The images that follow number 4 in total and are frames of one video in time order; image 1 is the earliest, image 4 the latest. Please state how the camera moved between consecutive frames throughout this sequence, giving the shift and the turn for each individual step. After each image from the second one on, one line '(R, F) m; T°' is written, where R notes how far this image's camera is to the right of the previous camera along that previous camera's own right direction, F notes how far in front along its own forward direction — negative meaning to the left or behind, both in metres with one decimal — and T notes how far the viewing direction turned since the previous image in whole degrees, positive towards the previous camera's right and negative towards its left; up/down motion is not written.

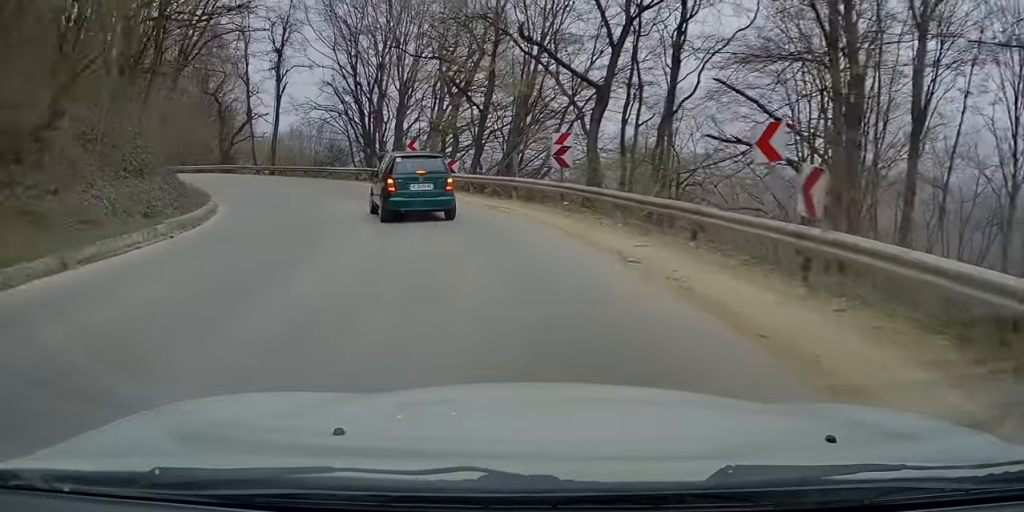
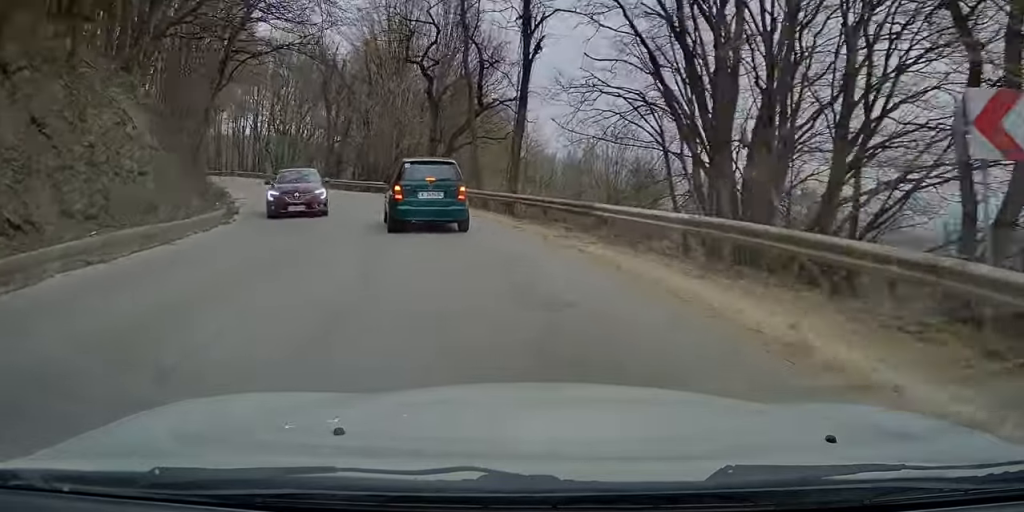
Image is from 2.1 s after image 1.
(-5.6, +23.7) m; -26°
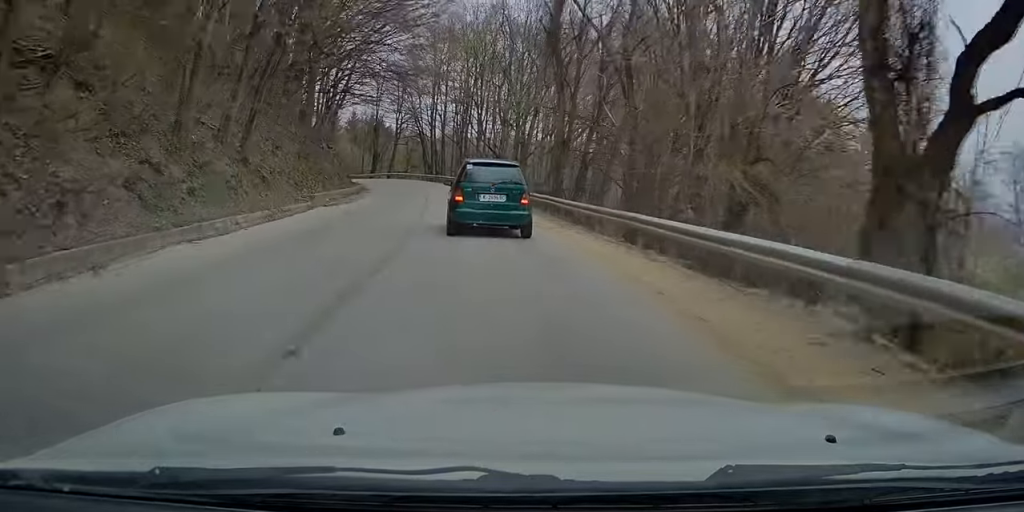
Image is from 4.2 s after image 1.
(-5.0, +23.3) m; -23°
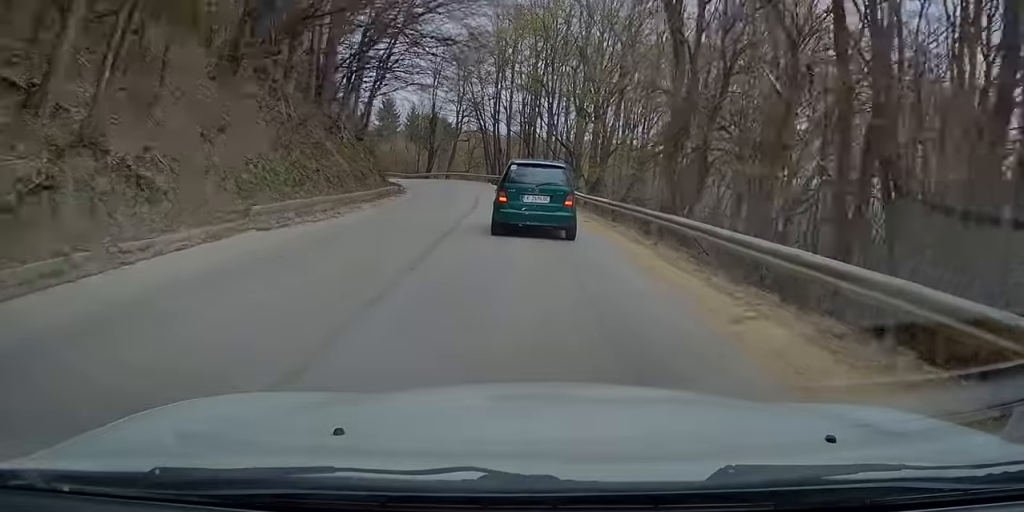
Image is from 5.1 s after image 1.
(-0.7, +10.4) m; -3°
